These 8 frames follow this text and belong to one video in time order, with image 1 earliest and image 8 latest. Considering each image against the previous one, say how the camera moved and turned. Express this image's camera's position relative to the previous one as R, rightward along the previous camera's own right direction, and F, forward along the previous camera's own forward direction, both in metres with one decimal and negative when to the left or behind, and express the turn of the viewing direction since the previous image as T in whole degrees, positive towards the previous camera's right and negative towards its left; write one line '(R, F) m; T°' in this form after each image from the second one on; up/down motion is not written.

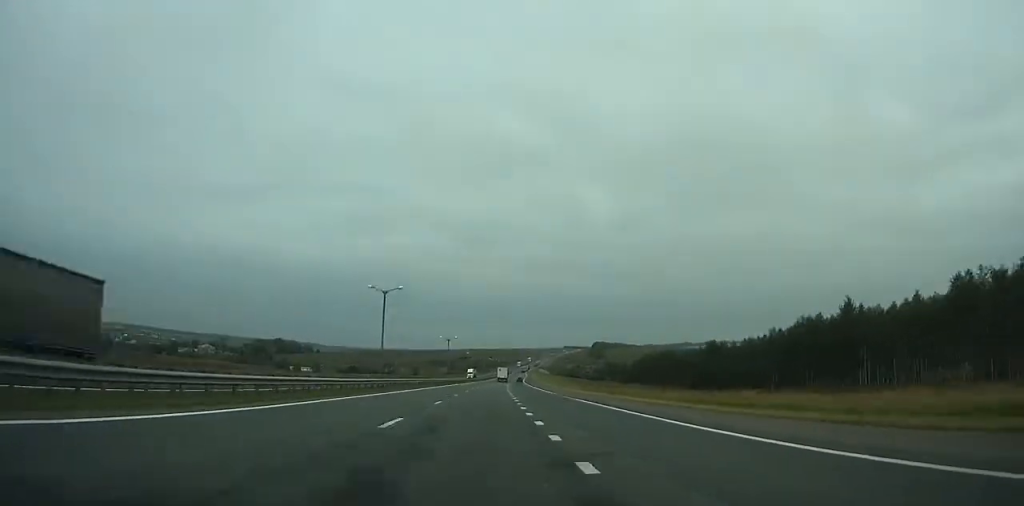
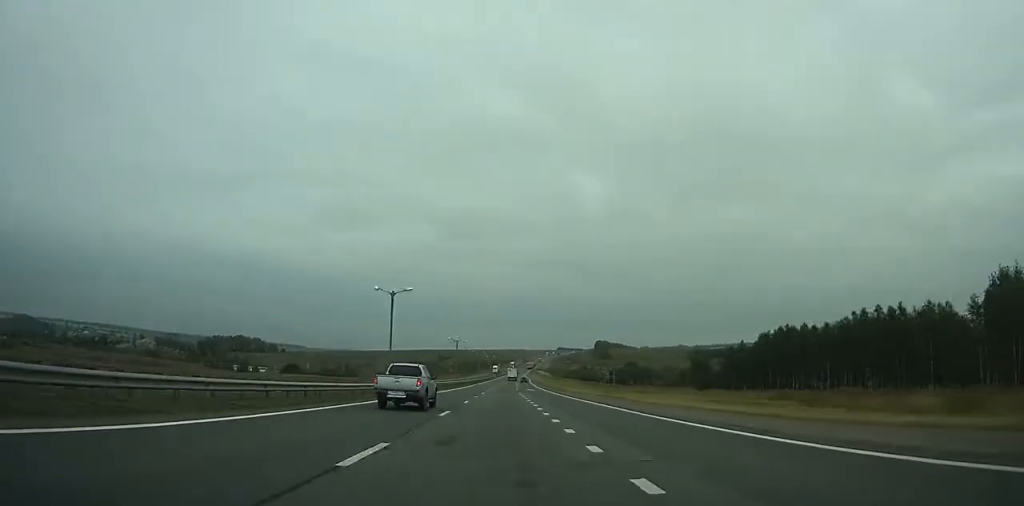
(+0.9, +112.6) m; +1°
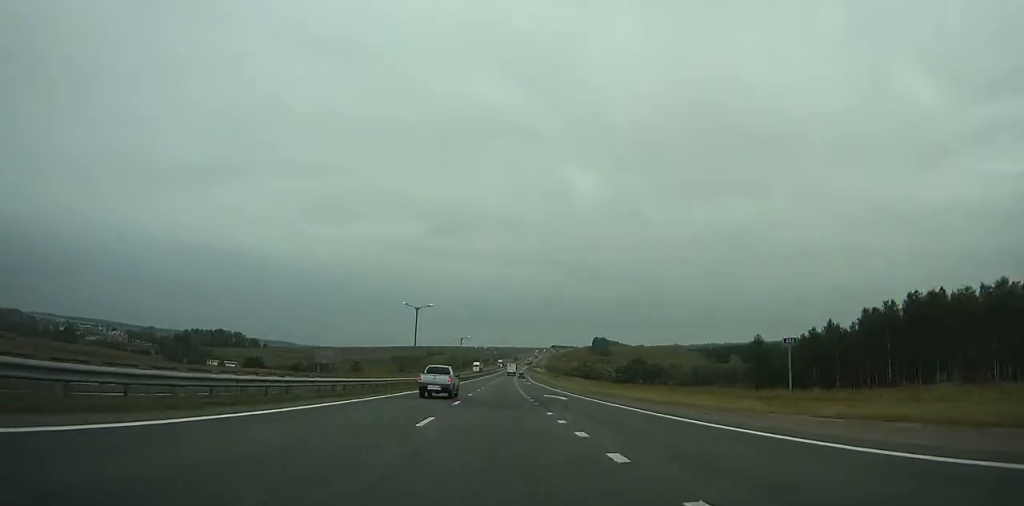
(+0.4, +41.4) m; +1°
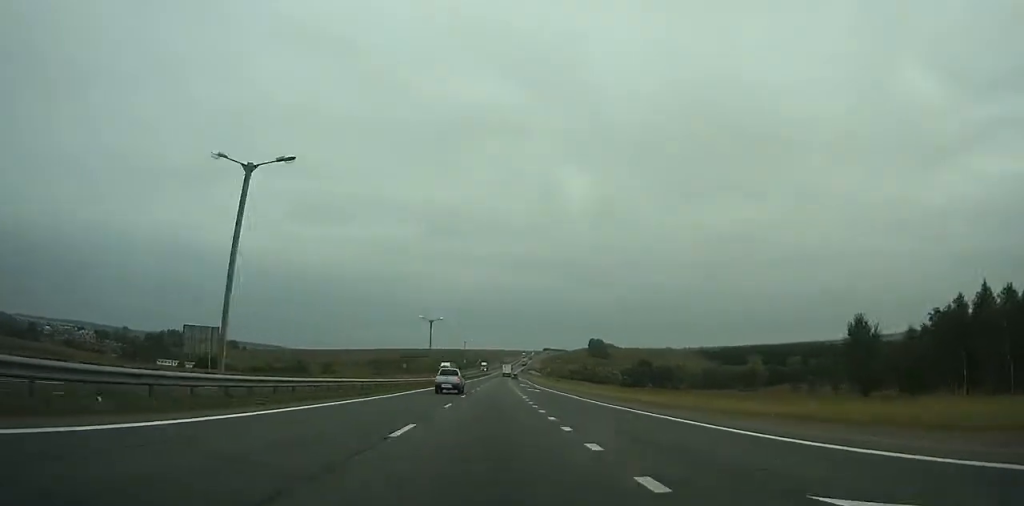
(+0.3, +39.5) m; +1°
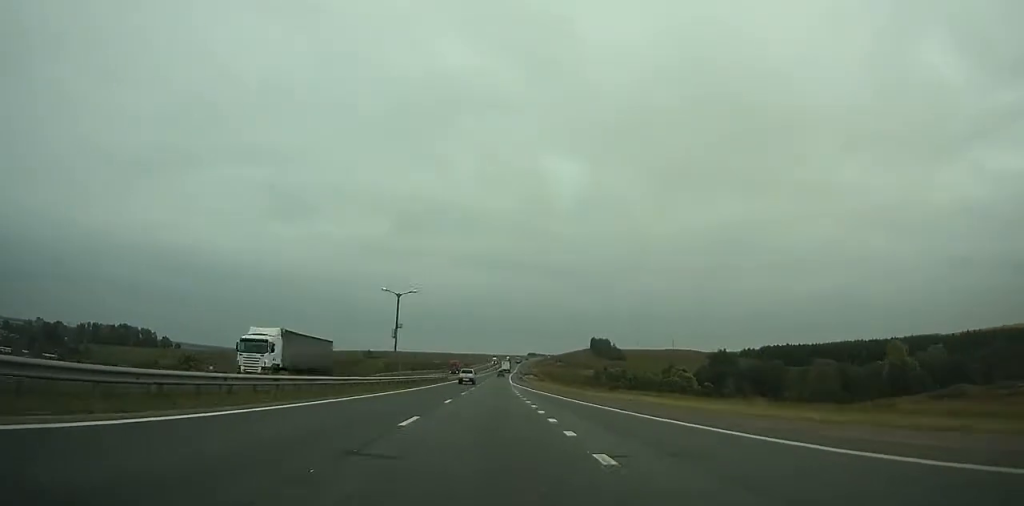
(+1.3, +129.6) m; +1°
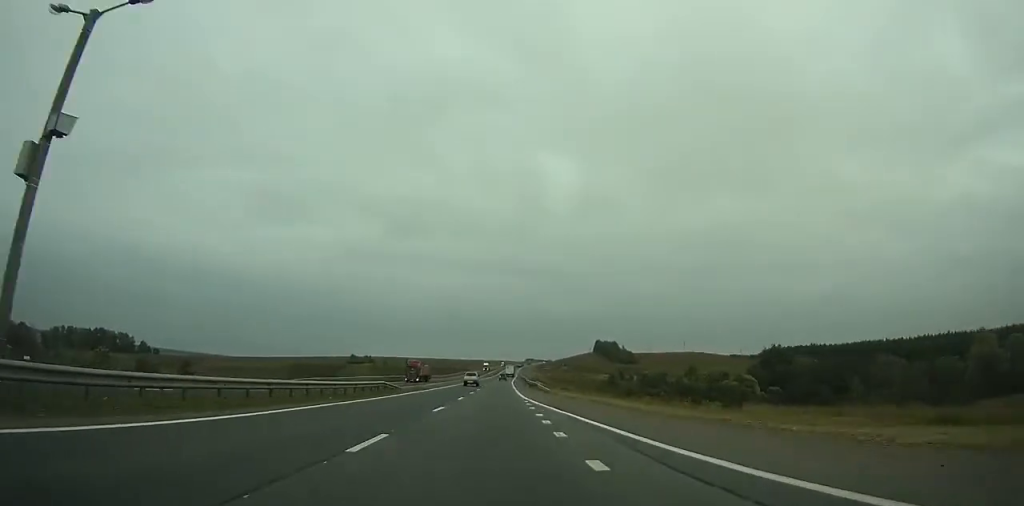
(+0.3, +40.7) m; +1°
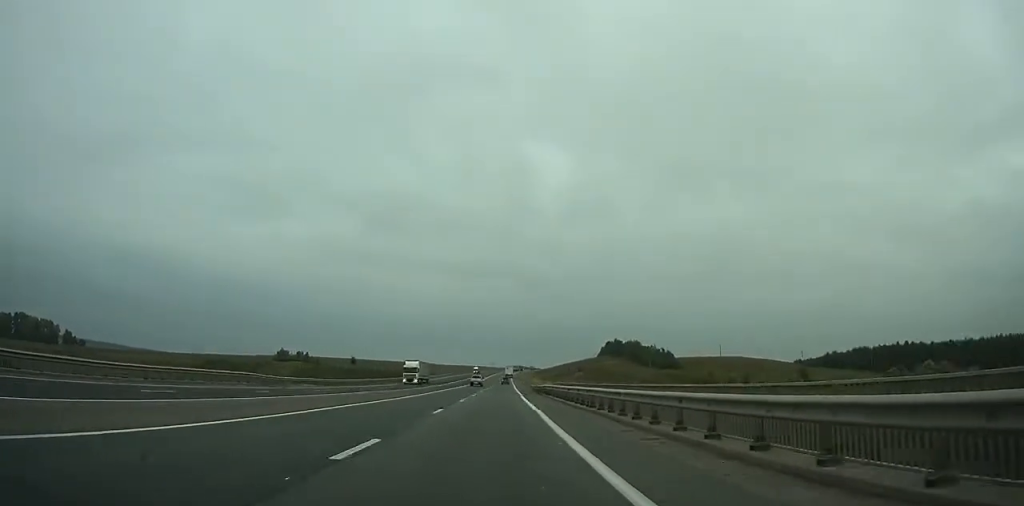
(+1.6, +105.9) m; +2°
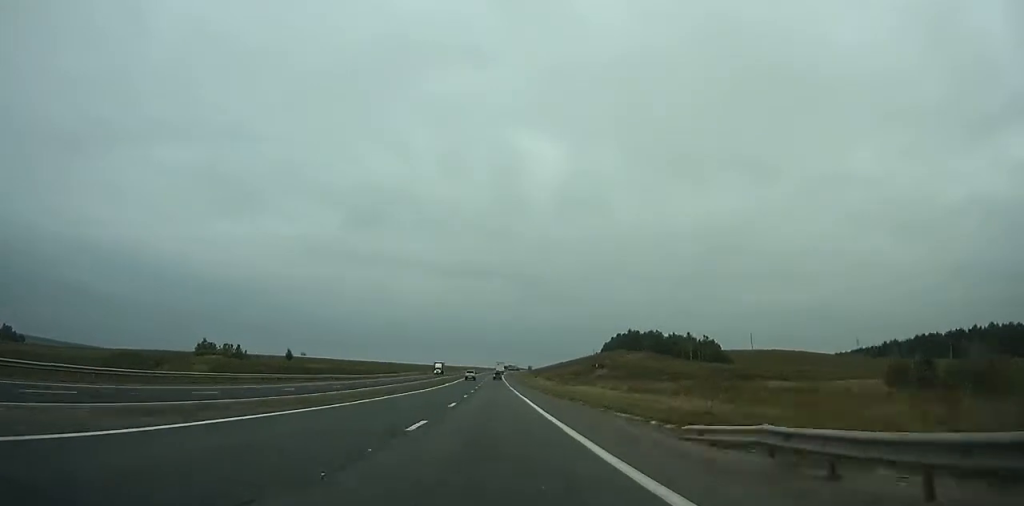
(+0.3, +67.3) m; +1°
